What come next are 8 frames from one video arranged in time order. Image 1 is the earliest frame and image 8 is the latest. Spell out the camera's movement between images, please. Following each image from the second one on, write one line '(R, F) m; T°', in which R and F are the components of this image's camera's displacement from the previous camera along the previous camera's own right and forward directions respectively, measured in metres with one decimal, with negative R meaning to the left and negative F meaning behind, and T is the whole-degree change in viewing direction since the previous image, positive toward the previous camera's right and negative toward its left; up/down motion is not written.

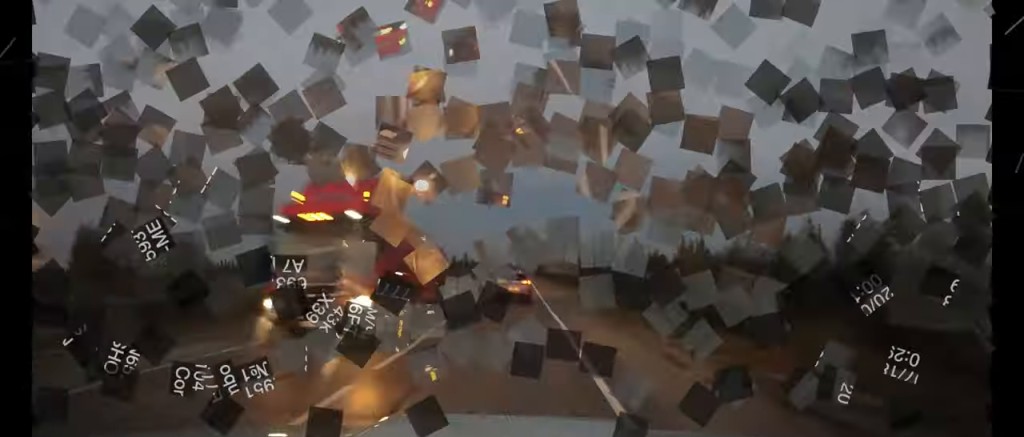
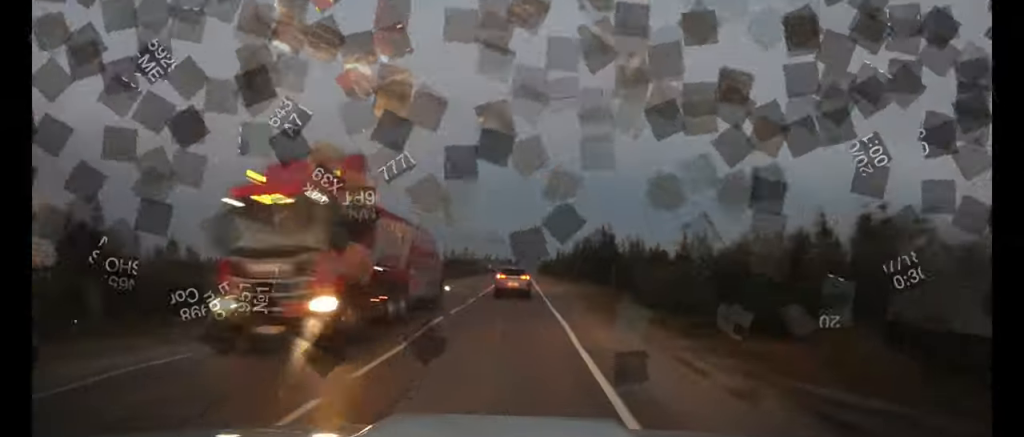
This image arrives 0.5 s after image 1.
(0.0, +4.9) m; 0°
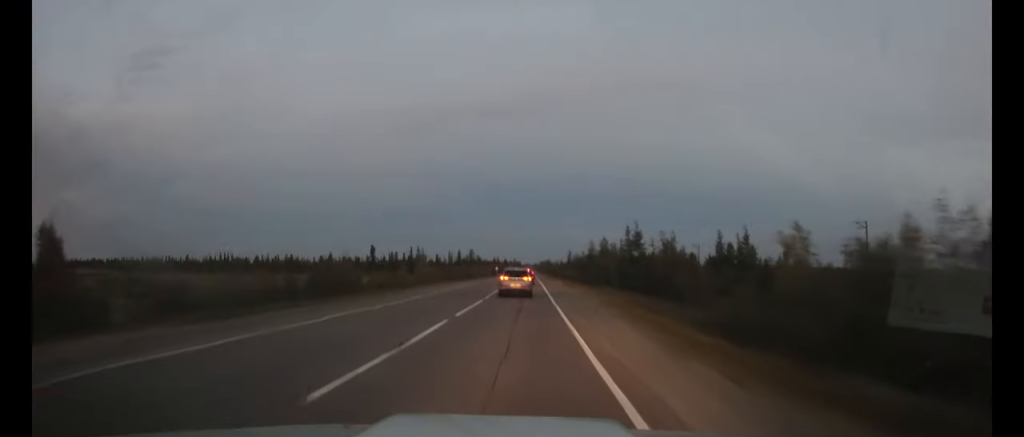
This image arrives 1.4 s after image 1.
(0.0, +10.7) m; 0°
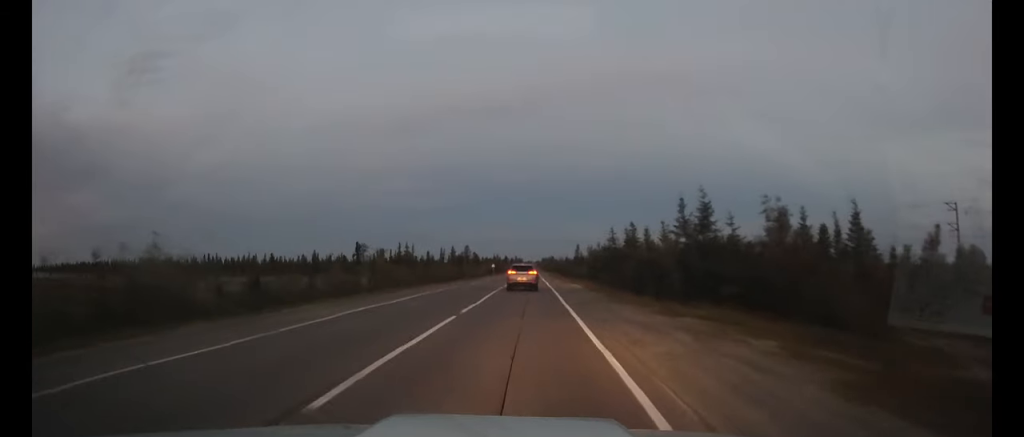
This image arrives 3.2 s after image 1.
(-0.2, +22.0) m; -1°
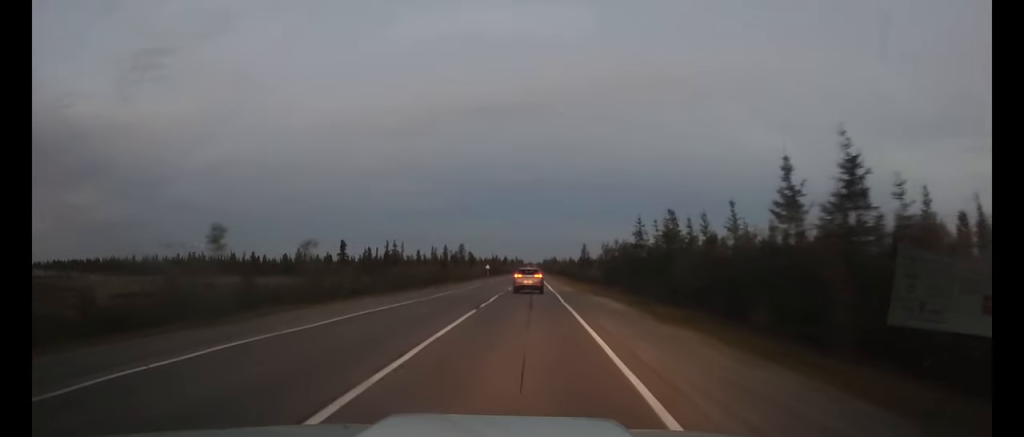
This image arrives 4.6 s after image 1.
(0.0, +18.8) m; 0°
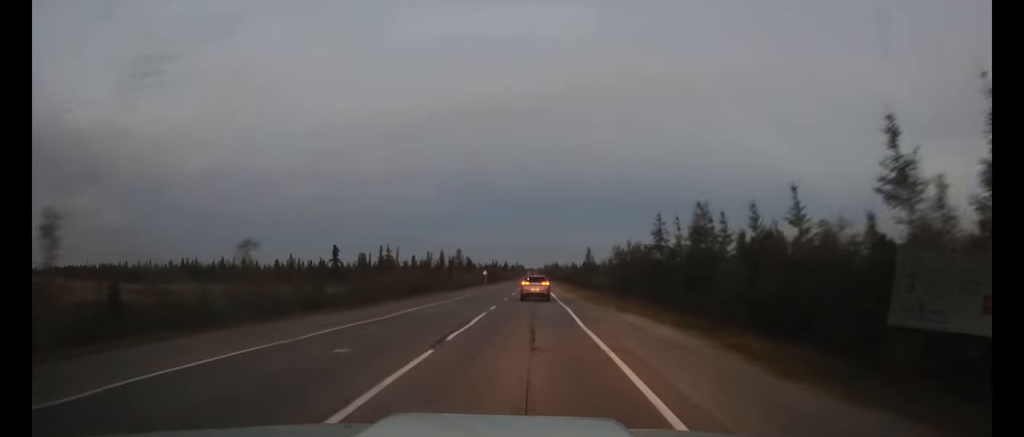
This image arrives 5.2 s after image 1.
(0.0, +9.1) m; 0°
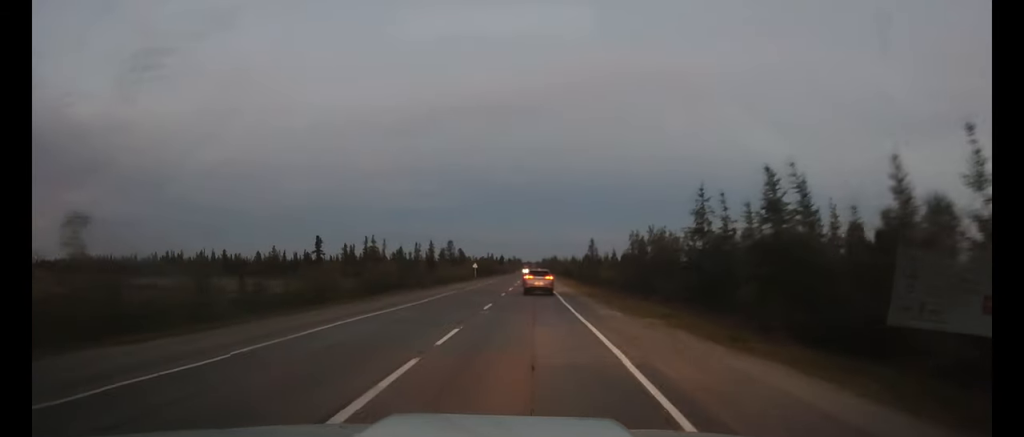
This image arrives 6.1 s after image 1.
(0.0, +13.7) m; 0°
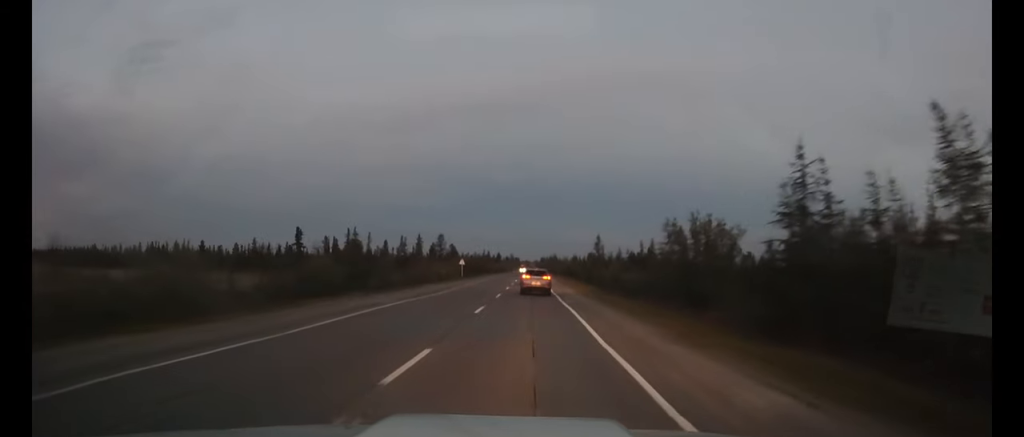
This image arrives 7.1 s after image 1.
(0.0, +14.9) m; 0°
